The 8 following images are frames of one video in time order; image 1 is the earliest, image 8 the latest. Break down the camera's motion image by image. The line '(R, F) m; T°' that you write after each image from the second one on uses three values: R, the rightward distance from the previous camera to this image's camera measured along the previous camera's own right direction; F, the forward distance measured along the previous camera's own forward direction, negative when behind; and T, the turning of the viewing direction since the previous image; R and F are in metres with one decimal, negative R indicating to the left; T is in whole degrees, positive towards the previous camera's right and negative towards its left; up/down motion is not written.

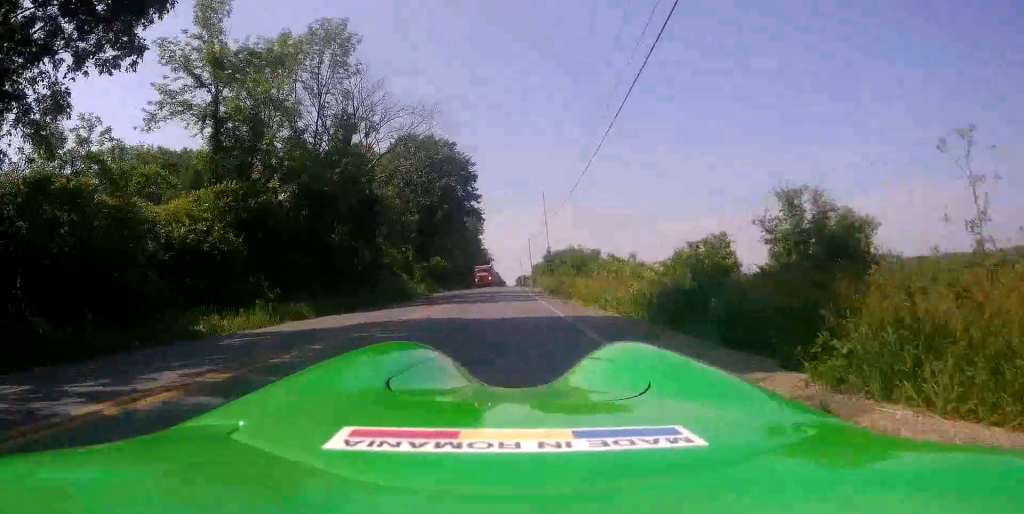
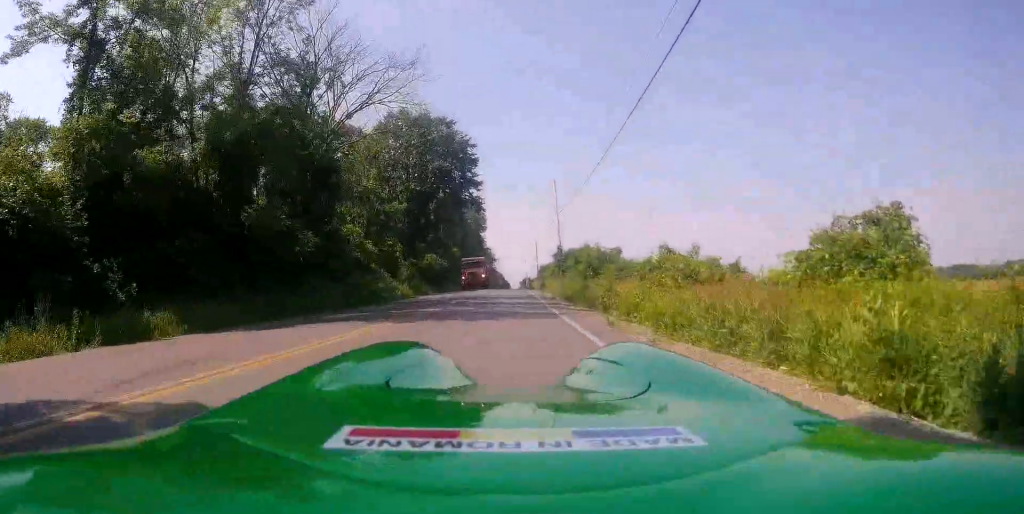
(-0.1, +9.3) m; -2°
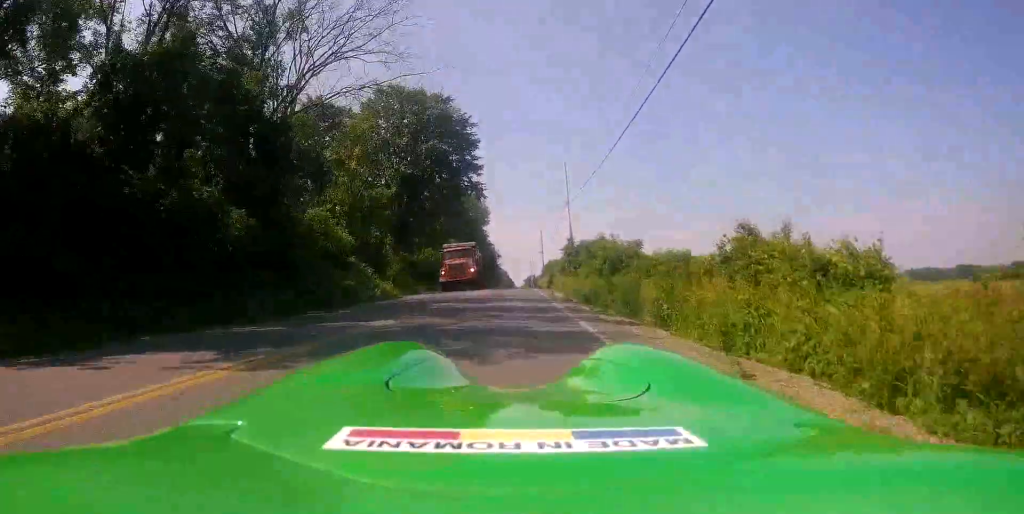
(-0.1, +6.3) m; -1°
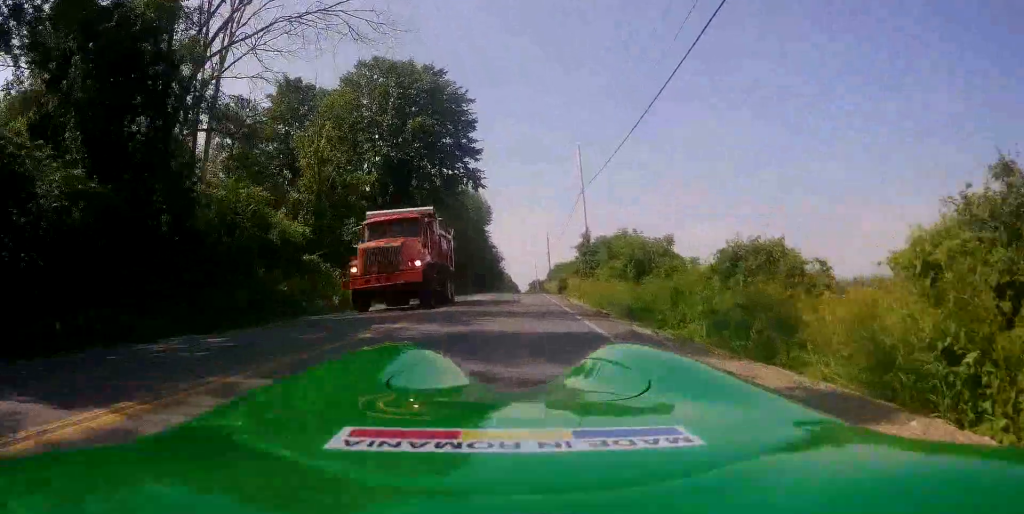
(-0.2, +7.4) m; 0°
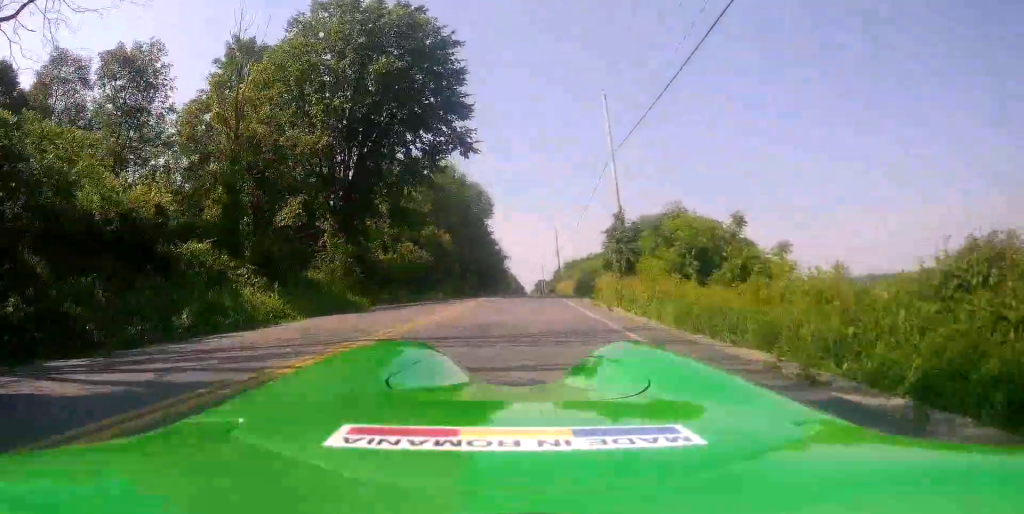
(+0.3, +10.7) m; +2°
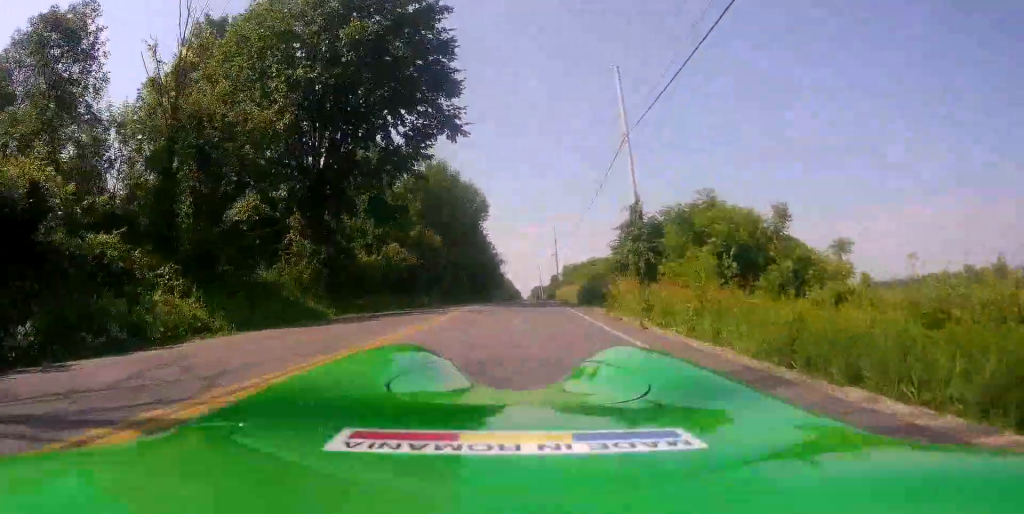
(0.0, +4.5) m; 0°
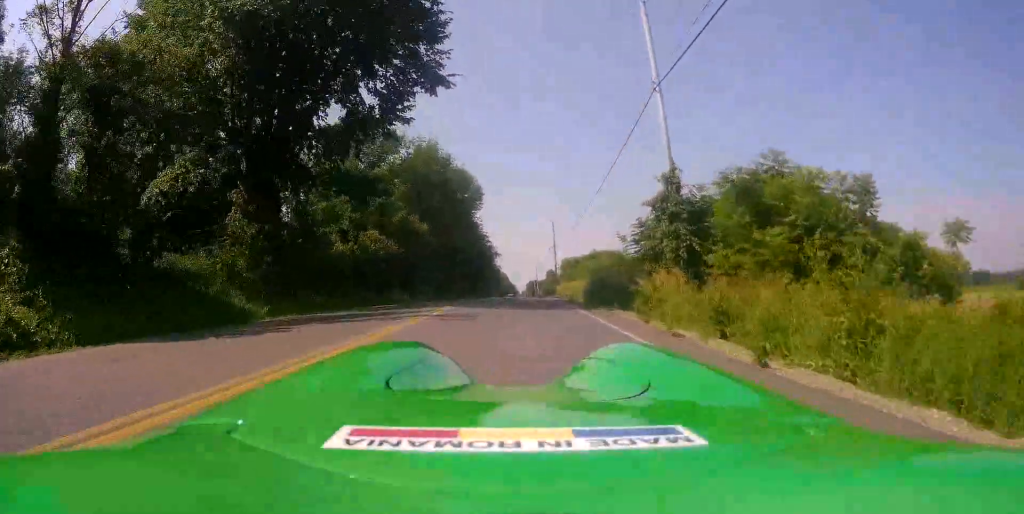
(0.0, +5.6) m; 0°
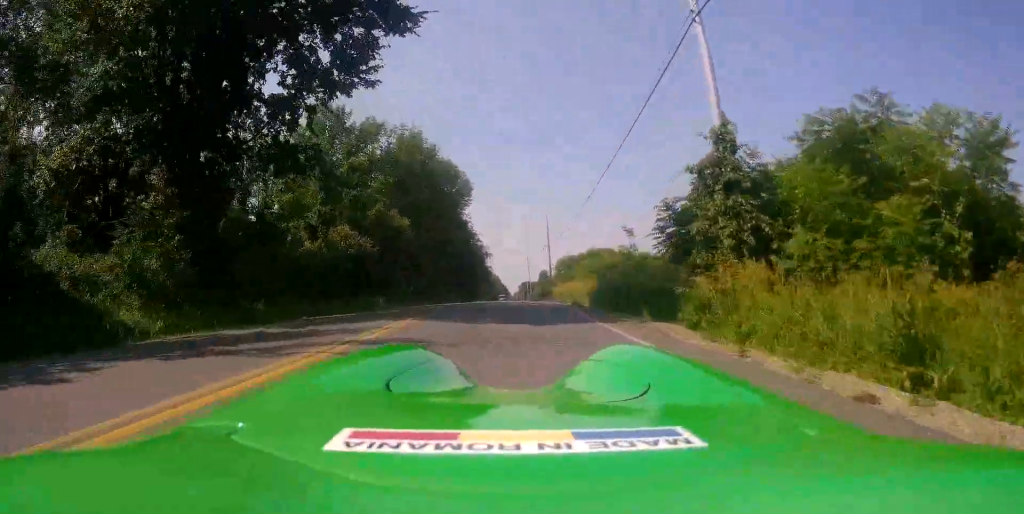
(-0.1, +5.1) m; 0°
